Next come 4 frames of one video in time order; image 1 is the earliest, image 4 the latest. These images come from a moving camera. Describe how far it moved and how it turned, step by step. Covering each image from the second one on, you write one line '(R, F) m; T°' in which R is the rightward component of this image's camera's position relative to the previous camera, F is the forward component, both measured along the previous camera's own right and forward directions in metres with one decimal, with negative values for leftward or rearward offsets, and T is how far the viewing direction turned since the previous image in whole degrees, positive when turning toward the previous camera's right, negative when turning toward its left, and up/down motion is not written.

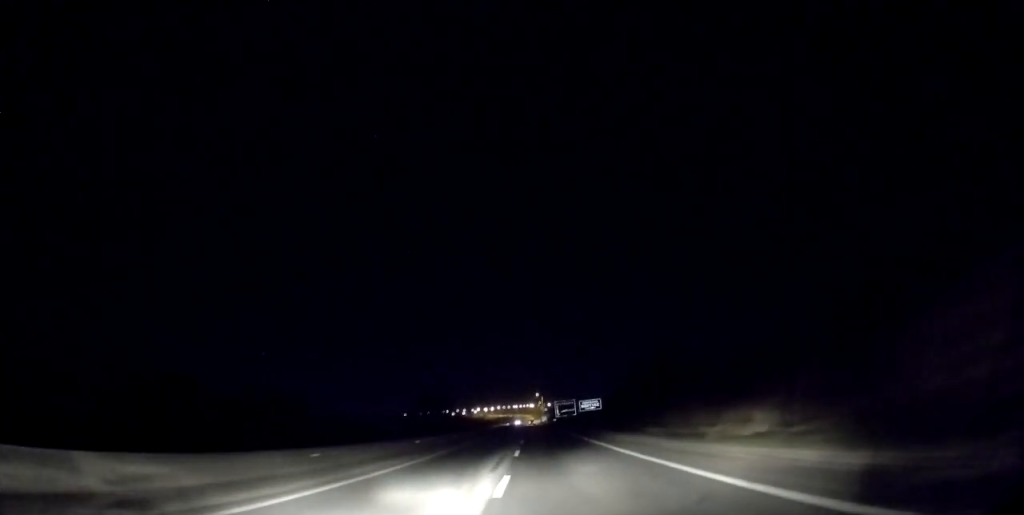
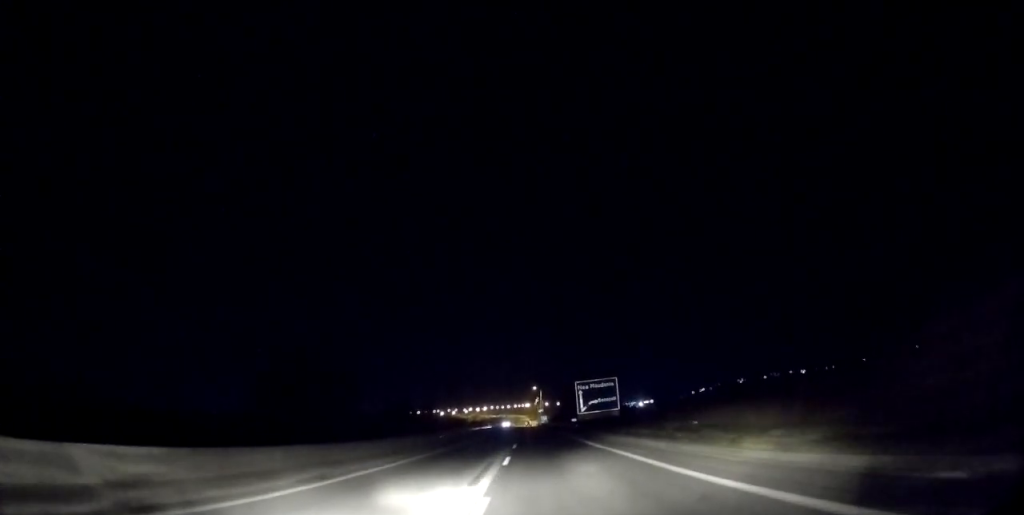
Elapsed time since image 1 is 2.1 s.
(-0.2, +63.8) m; 0°
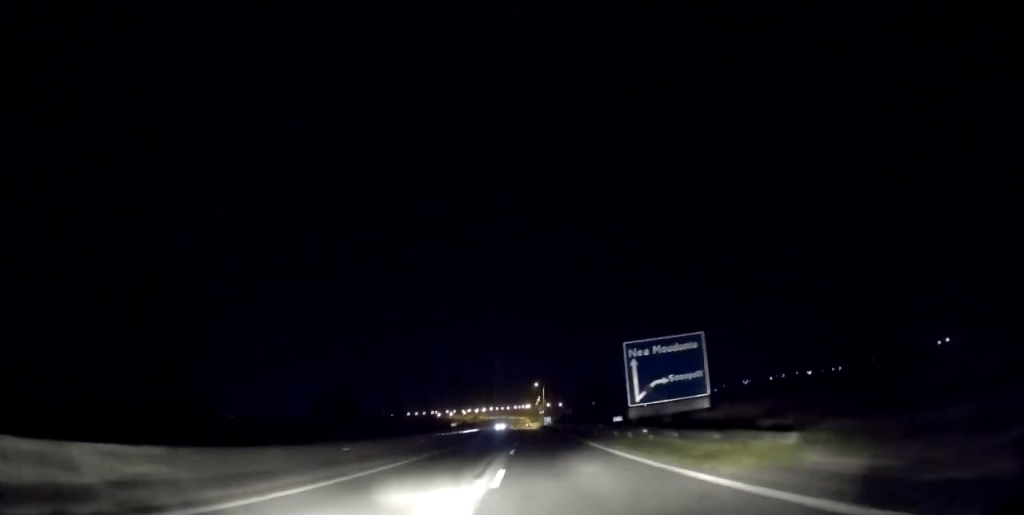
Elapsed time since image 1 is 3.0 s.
(+0.2, +29.3) m; 0°
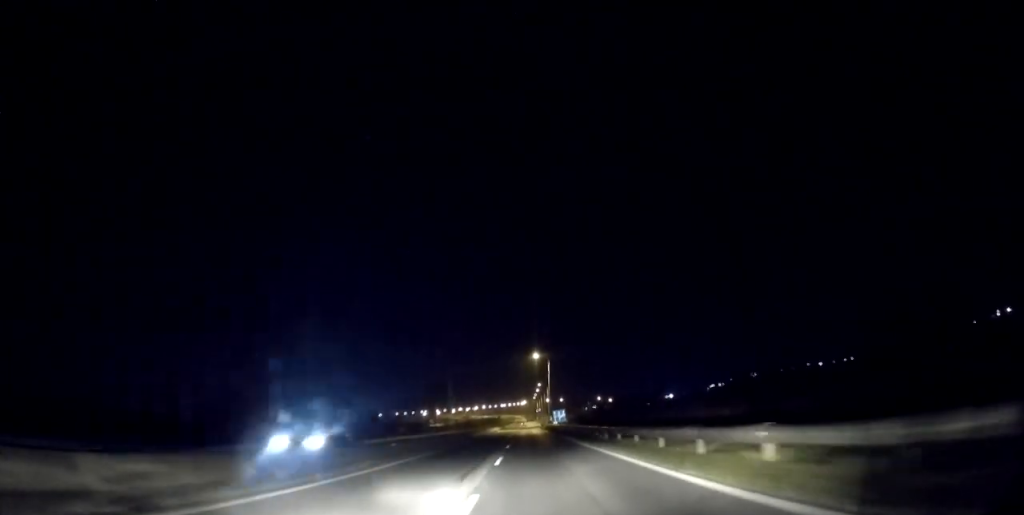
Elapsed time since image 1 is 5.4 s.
(+0.1, +75.7) m; +1°
